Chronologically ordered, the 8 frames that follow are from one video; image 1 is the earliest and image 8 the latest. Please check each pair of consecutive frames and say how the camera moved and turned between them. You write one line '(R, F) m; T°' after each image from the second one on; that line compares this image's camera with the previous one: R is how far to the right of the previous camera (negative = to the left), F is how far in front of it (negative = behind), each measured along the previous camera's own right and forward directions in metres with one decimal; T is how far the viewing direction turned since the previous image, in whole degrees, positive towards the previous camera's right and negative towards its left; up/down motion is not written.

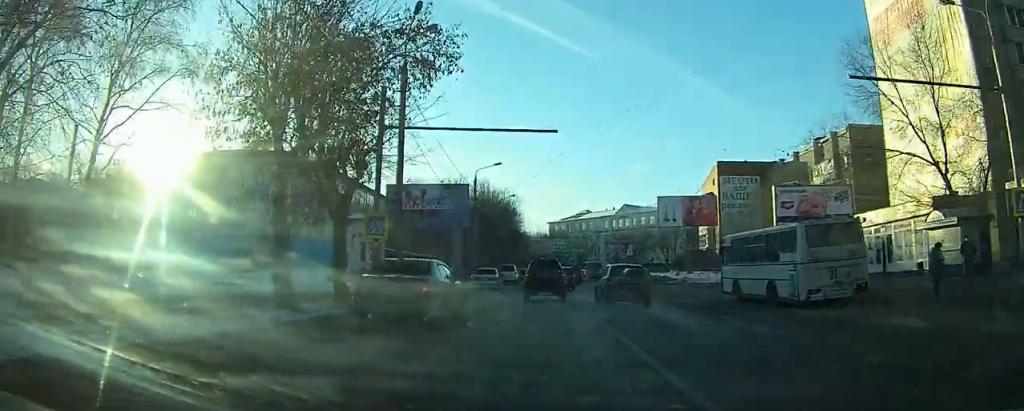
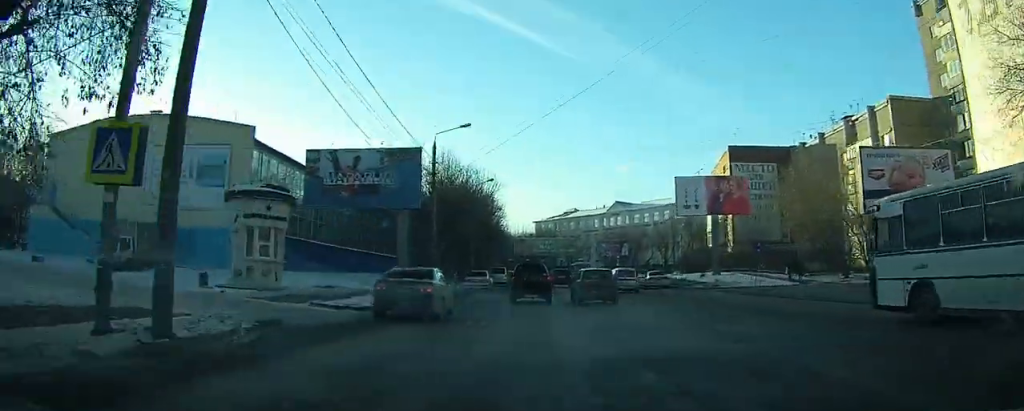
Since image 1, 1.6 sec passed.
(+3.3, +13.9) m; +10°
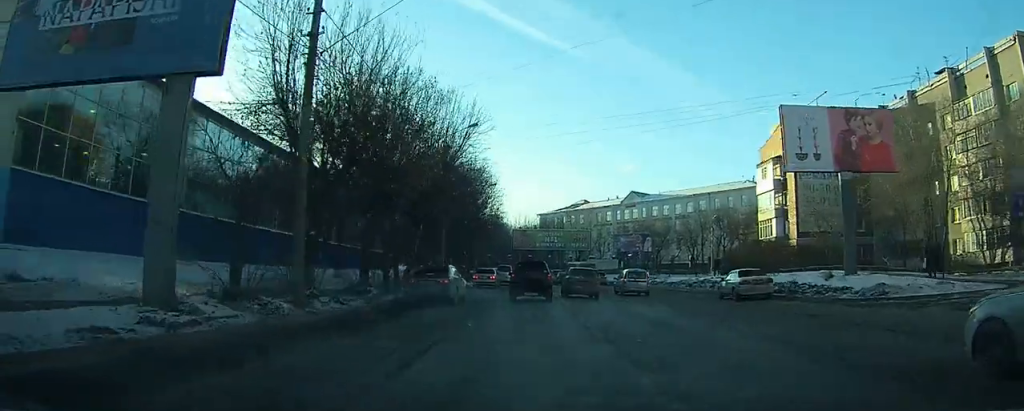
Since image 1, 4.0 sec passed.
(-1.2, +22.8) m; -6°
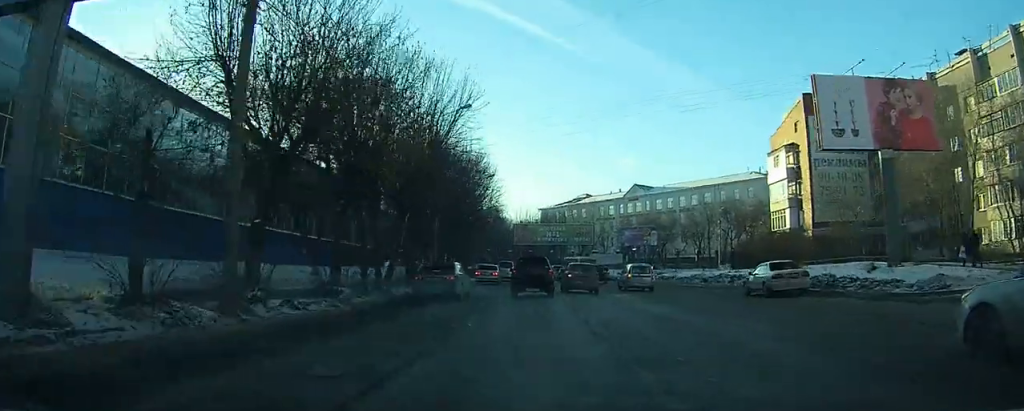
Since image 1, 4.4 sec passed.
(-0.2, +3.6) m; -1°
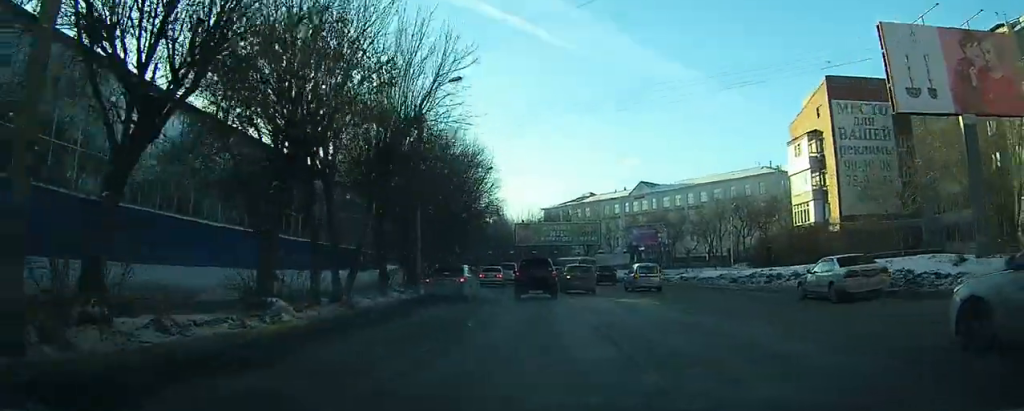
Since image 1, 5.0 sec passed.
(-0.1, +5.4) m; -1°
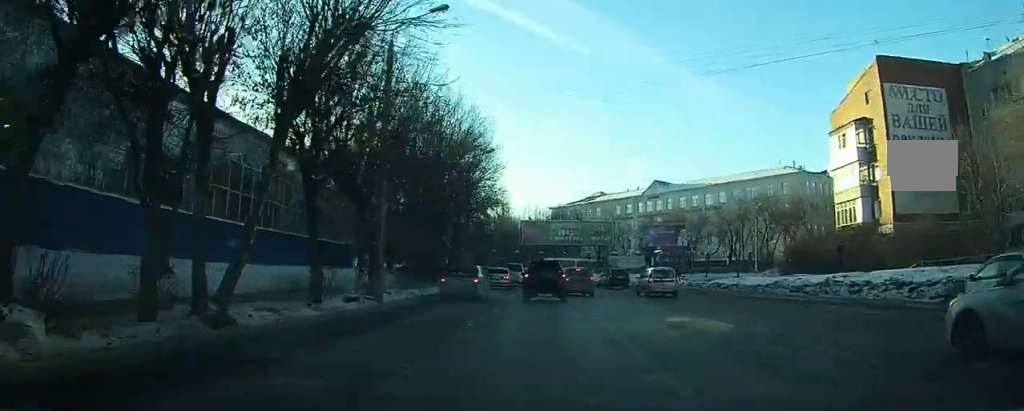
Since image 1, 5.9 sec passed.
(0.0, +7.8) m; +2°
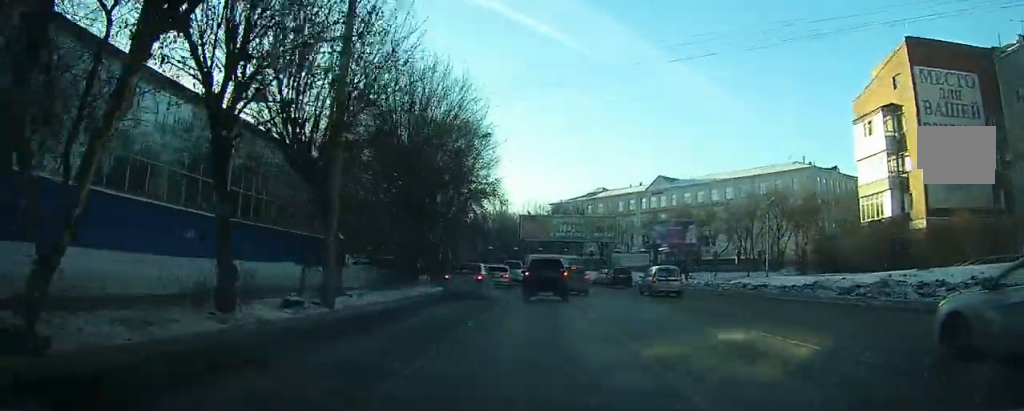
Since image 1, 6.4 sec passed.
(+0.2, +4.5) m; 0°
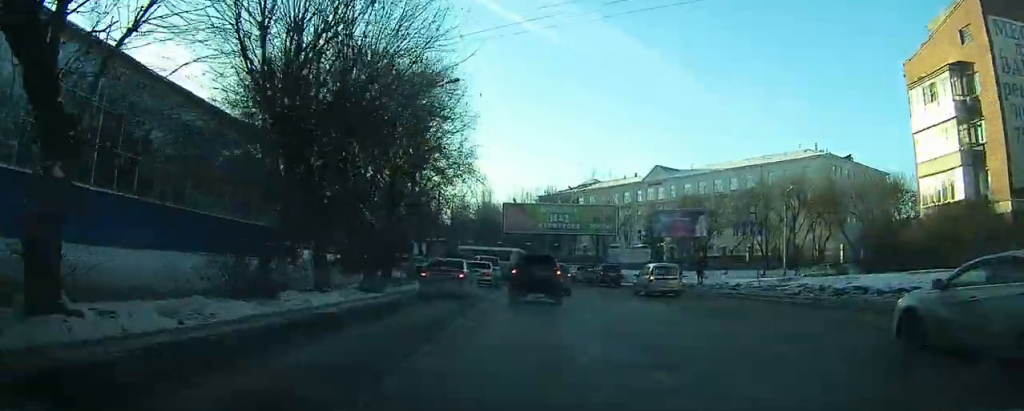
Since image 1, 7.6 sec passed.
(0.0, +10.3) m; 0°
